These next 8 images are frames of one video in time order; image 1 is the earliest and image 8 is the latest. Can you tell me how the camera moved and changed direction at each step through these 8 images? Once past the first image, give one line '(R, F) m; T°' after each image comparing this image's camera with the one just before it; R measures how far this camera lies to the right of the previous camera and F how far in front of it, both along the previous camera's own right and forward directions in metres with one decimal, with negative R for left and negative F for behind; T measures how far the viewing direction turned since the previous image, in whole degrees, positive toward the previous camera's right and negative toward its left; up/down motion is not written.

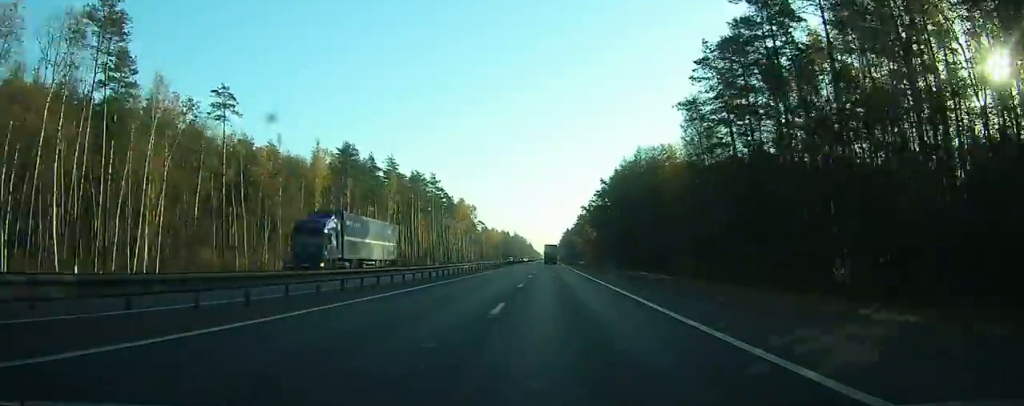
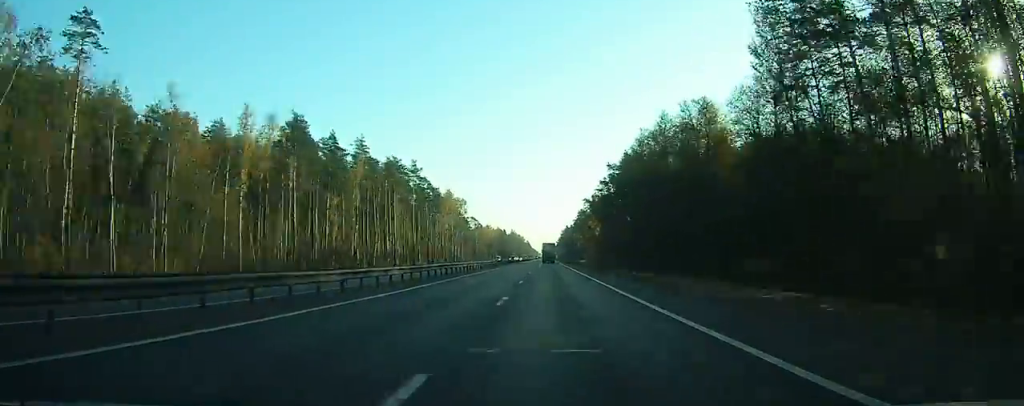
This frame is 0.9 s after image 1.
(+0.2, +21.5) m; 0°
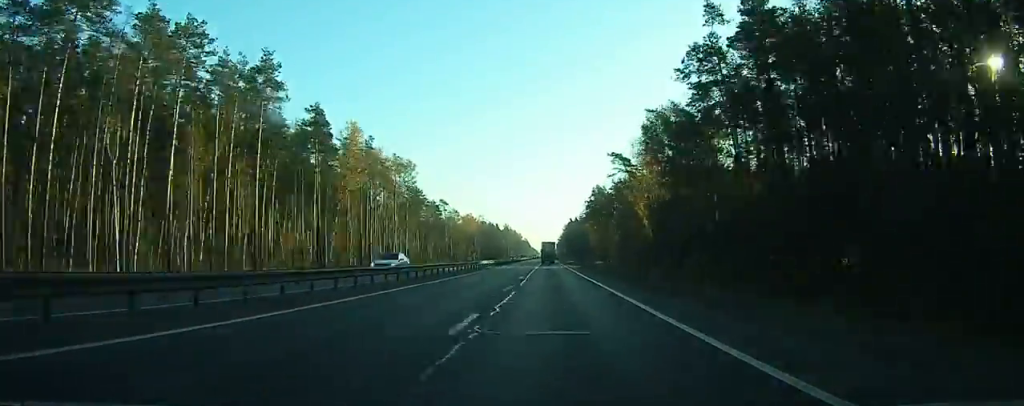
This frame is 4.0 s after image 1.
(-1.2, +77.8) m; -1°
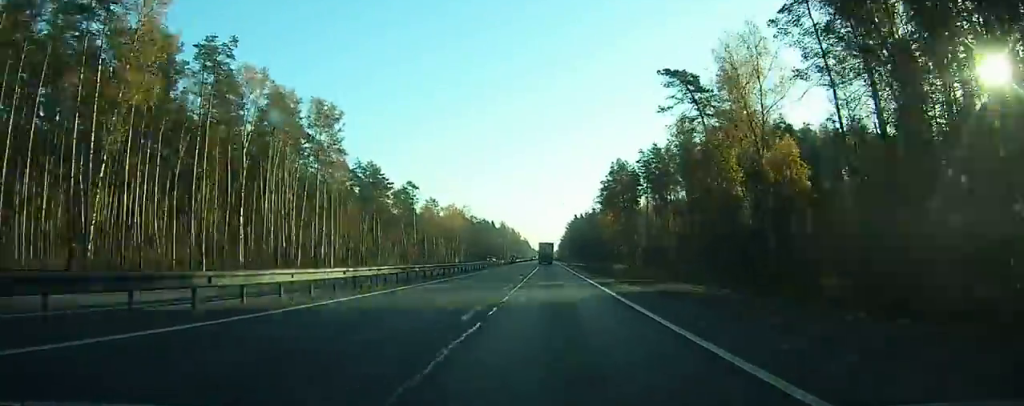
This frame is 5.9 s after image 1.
(+0.4, +46.2) m; 0°
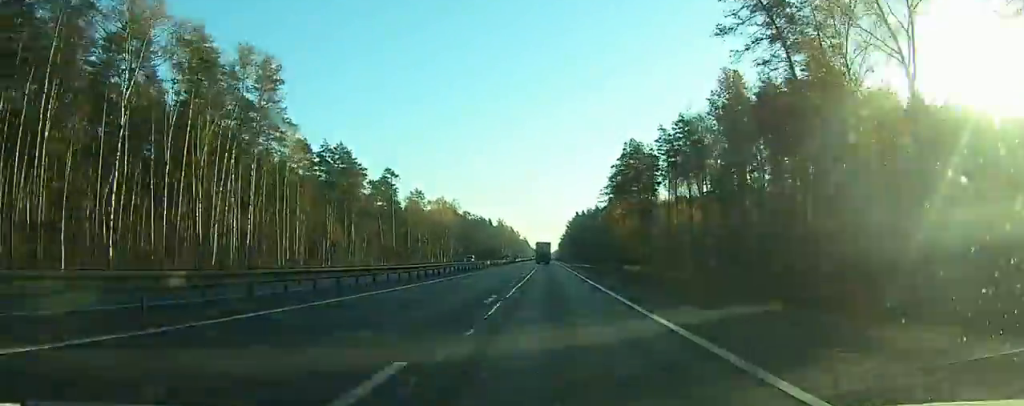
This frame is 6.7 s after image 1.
(0.0, +19.8) m; 0°
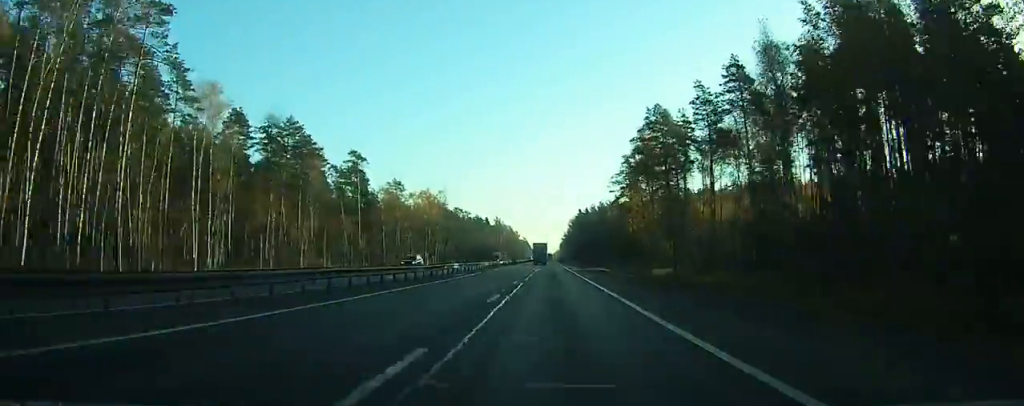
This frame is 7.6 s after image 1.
(0.0, +23.0) m; 0°
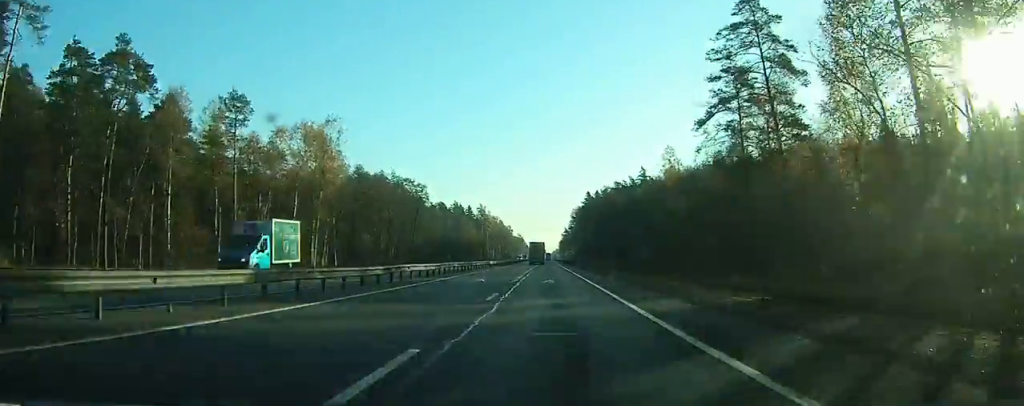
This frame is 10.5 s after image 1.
(-0.1, +71.9) m; 0°
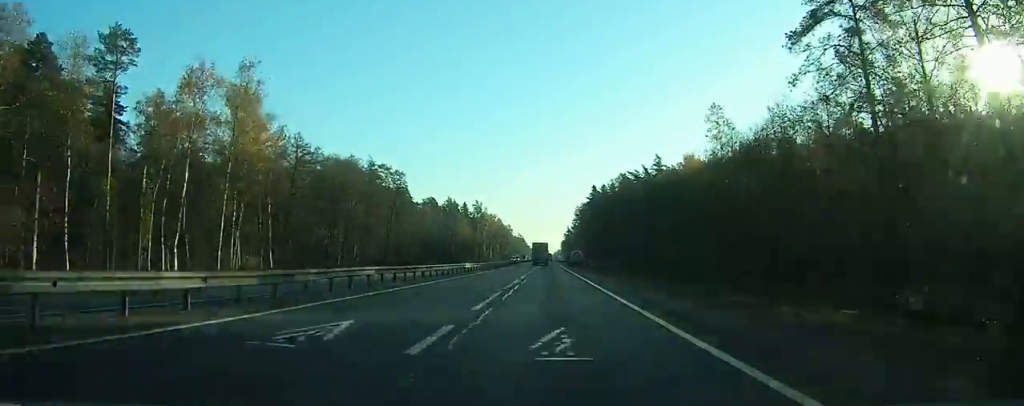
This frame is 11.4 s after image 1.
(0.0, +21.2) m; 0°
